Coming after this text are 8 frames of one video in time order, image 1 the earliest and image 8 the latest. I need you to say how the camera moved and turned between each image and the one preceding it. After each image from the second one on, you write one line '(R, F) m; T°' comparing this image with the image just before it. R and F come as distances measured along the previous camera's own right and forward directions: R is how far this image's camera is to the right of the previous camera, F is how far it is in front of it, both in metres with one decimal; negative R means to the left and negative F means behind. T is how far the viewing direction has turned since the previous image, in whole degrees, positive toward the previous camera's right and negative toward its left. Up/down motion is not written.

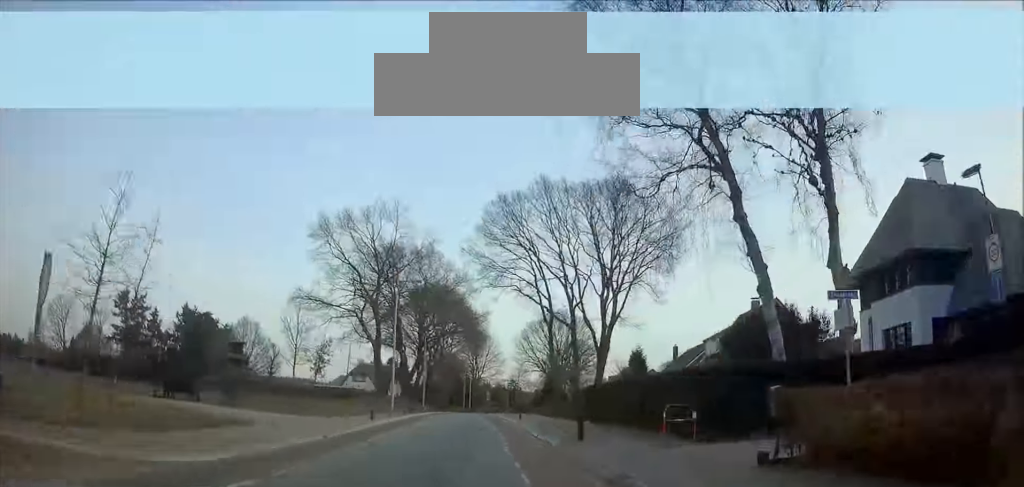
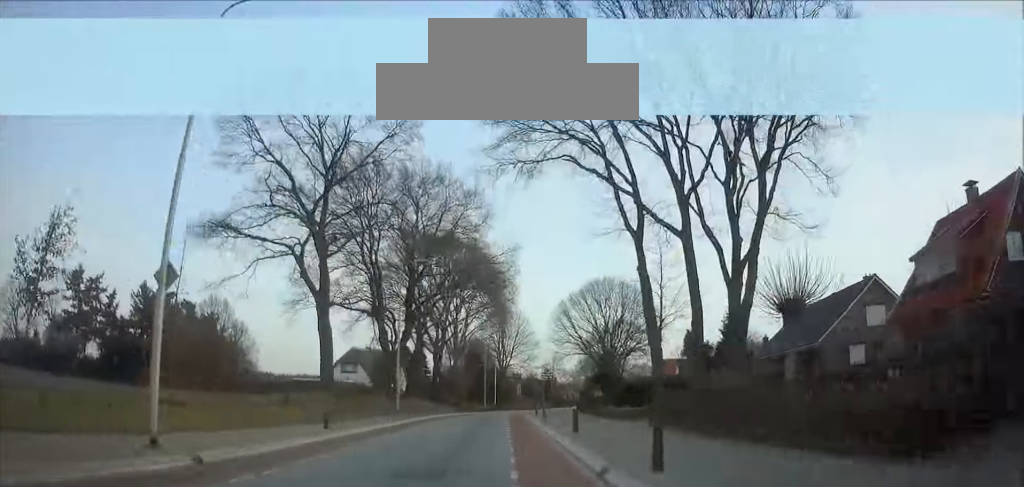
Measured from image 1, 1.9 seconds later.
(-0.7, +26.8) m; -1°
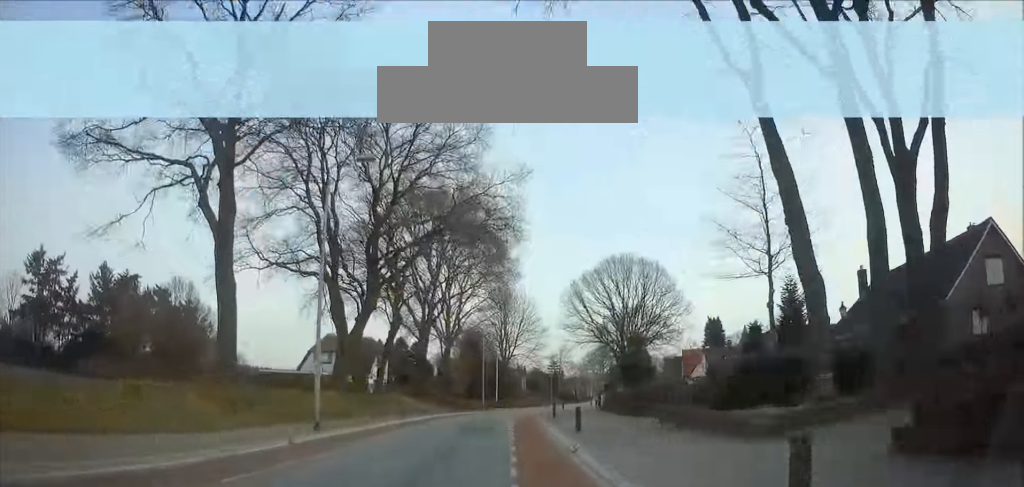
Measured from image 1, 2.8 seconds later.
(-0.1, +13.9) m; +1°
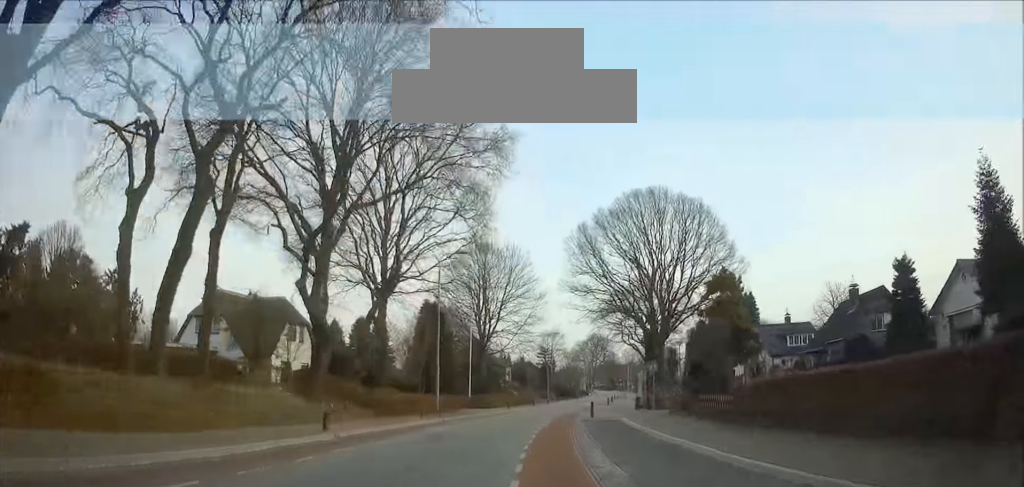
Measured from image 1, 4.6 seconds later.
(+0.4, +27.0) m; +3°
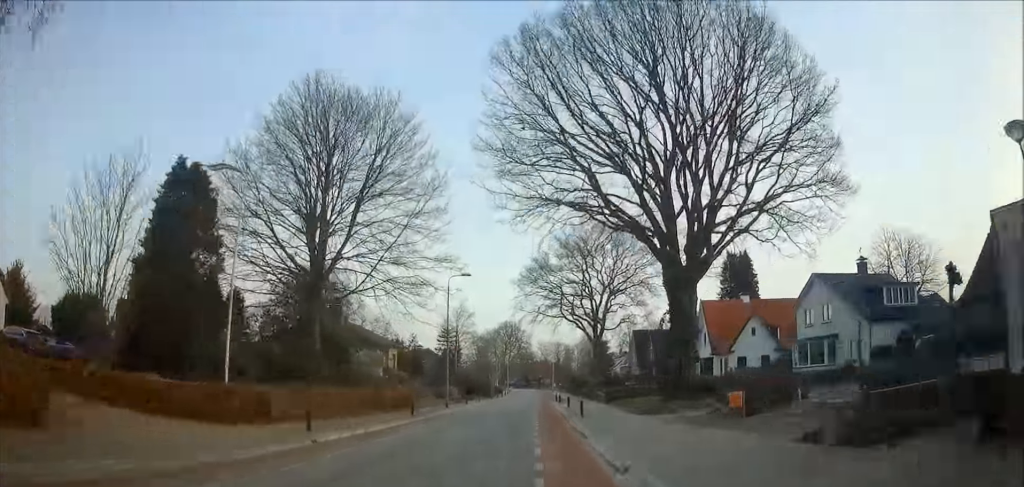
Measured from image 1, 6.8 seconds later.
(+1.6, +33.5) m; +5°
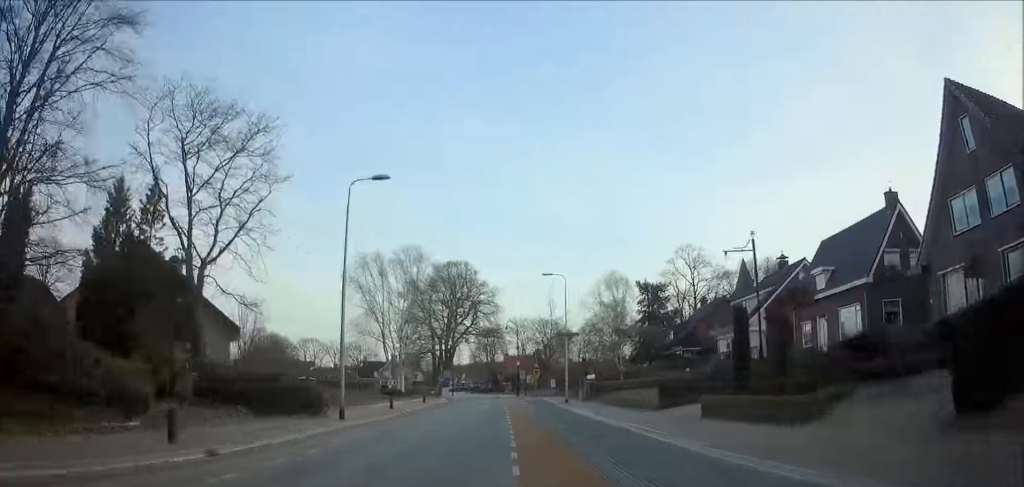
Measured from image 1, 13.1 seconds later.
(+4.2, +92.3) m; +2°
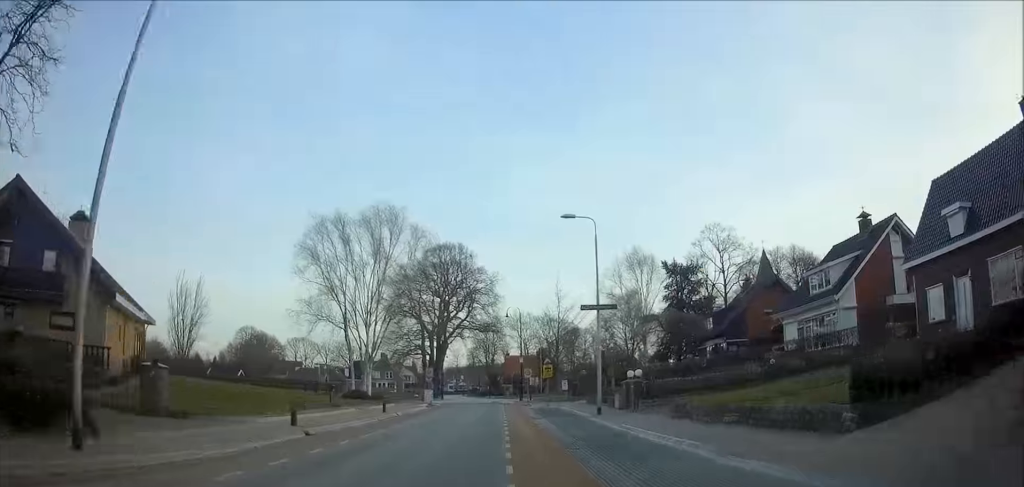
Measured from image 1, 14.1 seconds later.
(0.0, +11.6) m; 0°
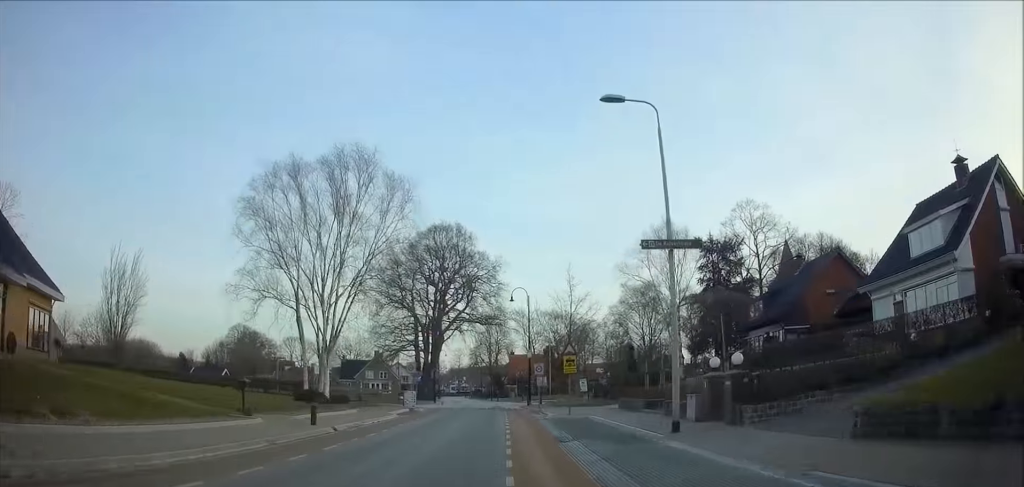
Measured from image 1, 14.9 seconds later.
(-0.1, +9.2) m; 0°
